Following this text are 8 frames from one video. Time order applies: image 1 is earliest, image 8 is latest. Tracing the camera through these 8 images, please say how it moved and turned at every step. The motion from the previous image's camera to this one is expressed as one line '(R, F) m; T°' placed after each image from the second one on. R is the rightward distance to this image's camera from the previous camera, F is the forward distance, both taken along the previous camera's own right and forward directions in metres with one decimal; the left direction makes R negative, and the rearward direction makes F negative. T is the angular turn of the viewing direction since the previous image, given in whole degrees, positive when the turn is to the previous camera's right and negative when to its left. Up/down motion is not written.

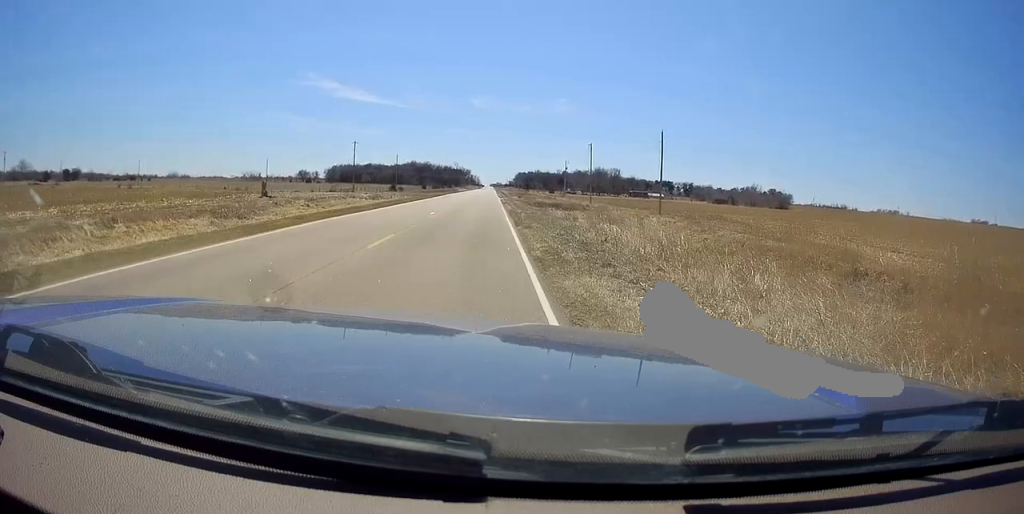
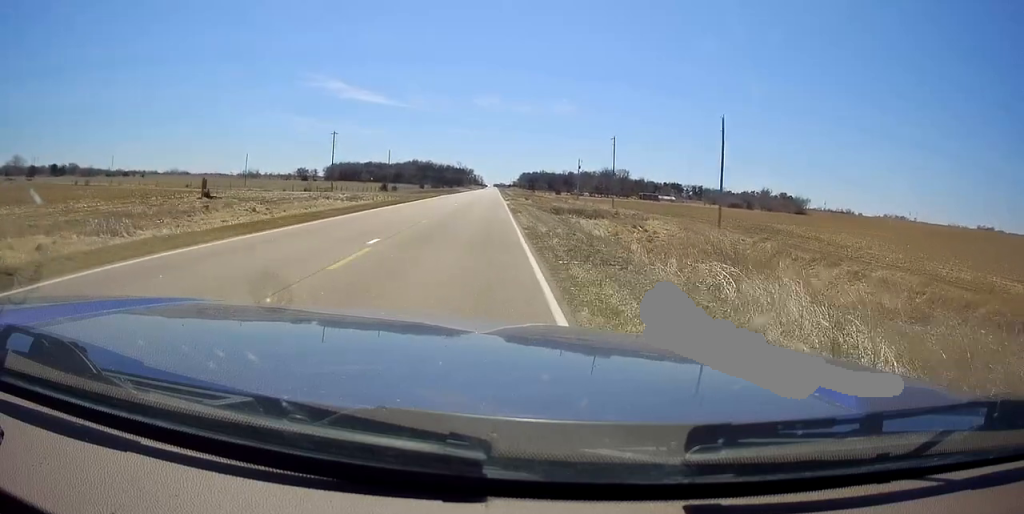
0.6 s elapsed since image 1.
(0.0, +15.4) m; 0°
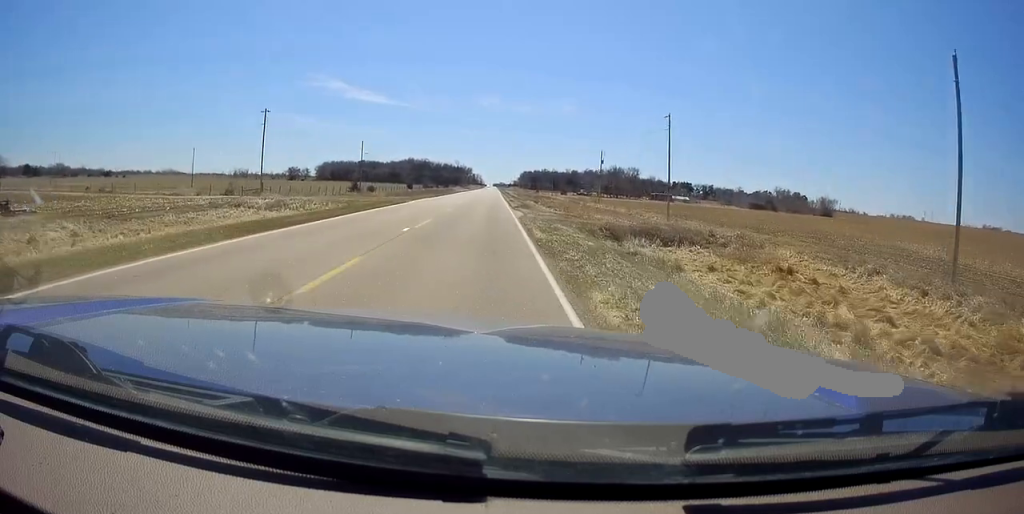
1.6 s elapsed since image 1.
(0.0, +25.9) m; 0°
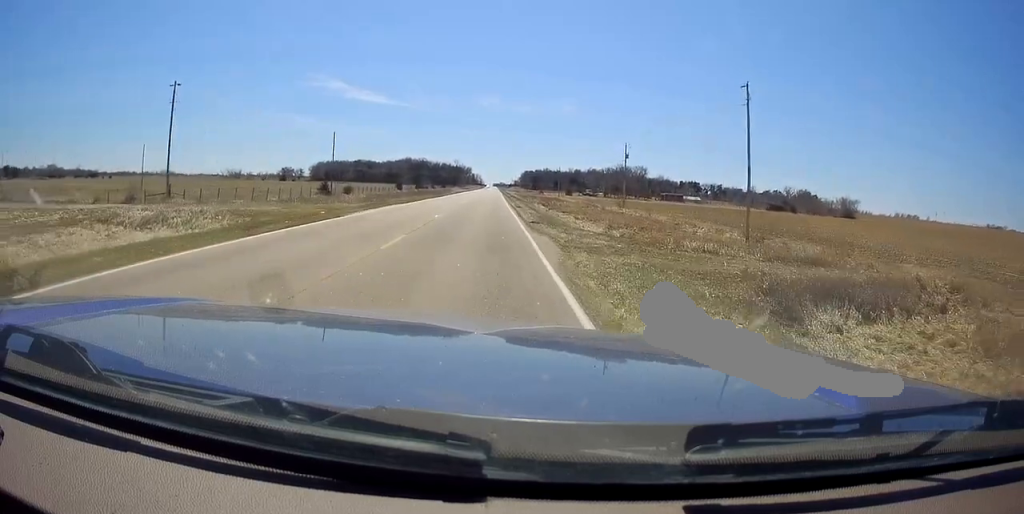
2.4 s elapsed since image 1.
(0.0, +18.1) m; -1°
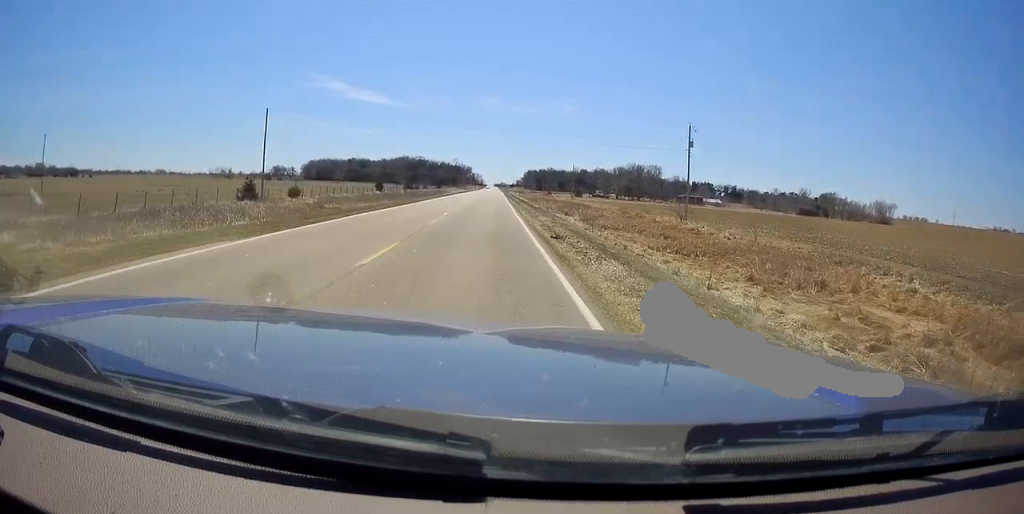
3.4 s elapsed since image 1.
(-0.4, +26.0) m; 0°
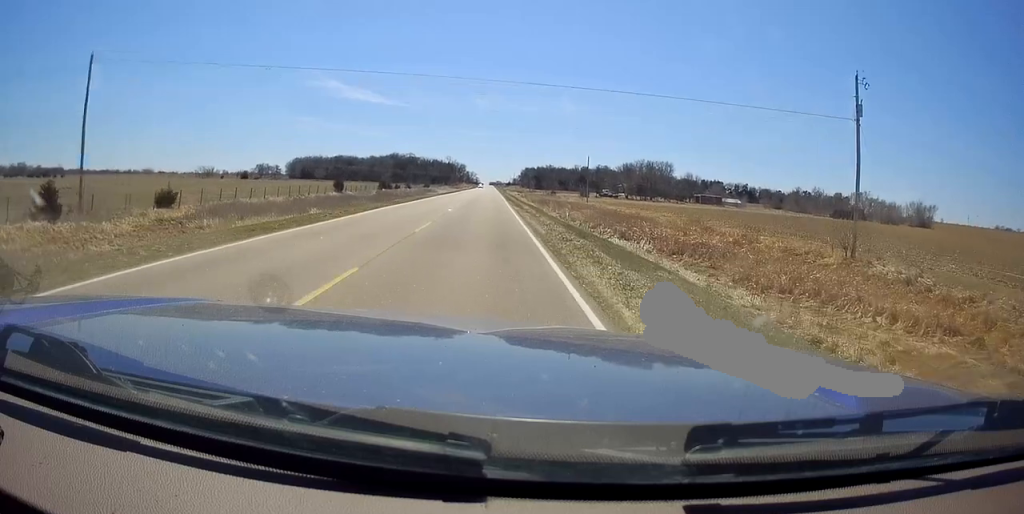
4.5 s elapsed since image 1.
(+0.4, +27.5) m; +2°
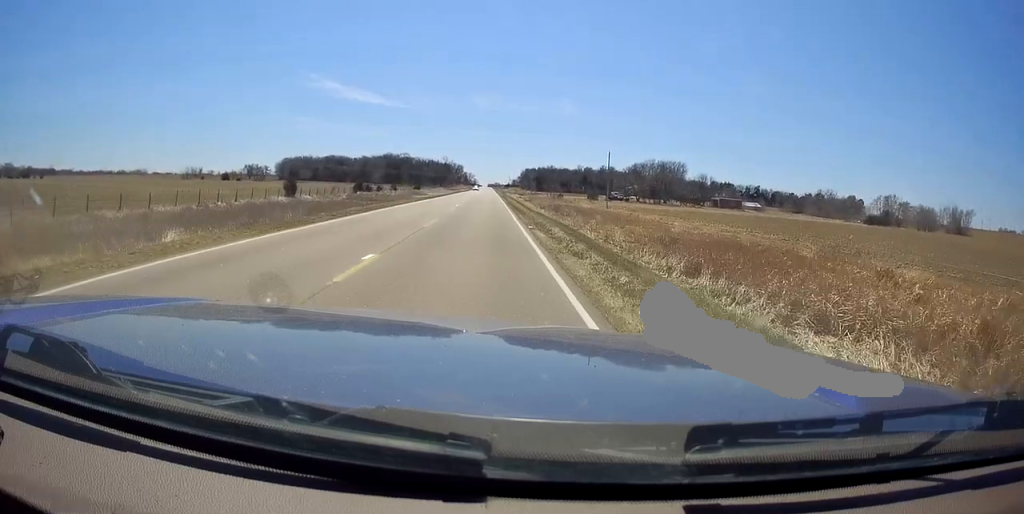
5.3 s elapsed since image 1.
(+0.3, +20.8) m; 0°
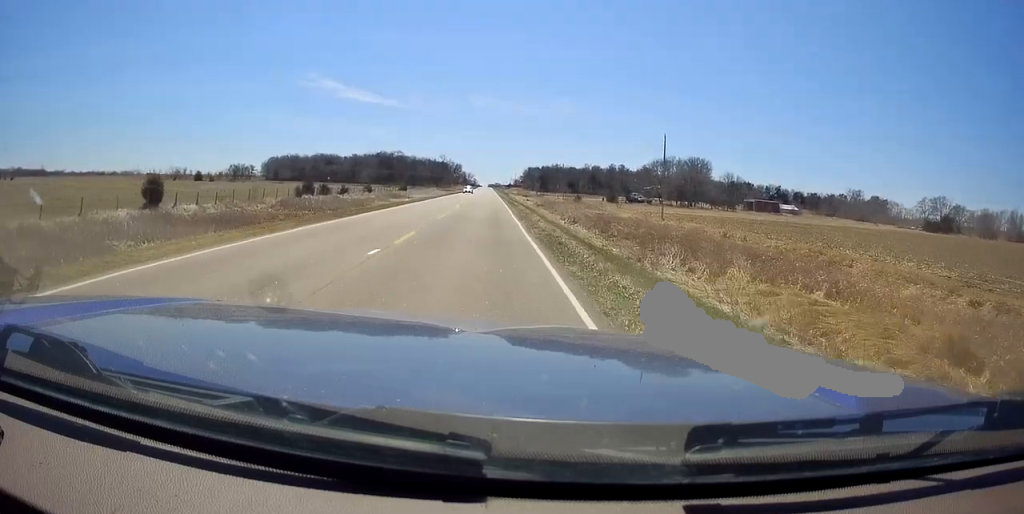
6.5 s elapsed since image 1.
(-0.4, +29.1) m; -1°
